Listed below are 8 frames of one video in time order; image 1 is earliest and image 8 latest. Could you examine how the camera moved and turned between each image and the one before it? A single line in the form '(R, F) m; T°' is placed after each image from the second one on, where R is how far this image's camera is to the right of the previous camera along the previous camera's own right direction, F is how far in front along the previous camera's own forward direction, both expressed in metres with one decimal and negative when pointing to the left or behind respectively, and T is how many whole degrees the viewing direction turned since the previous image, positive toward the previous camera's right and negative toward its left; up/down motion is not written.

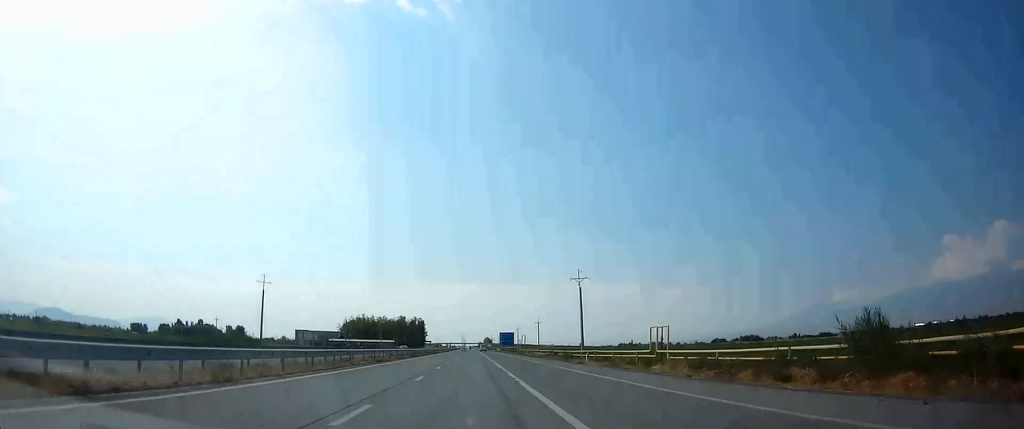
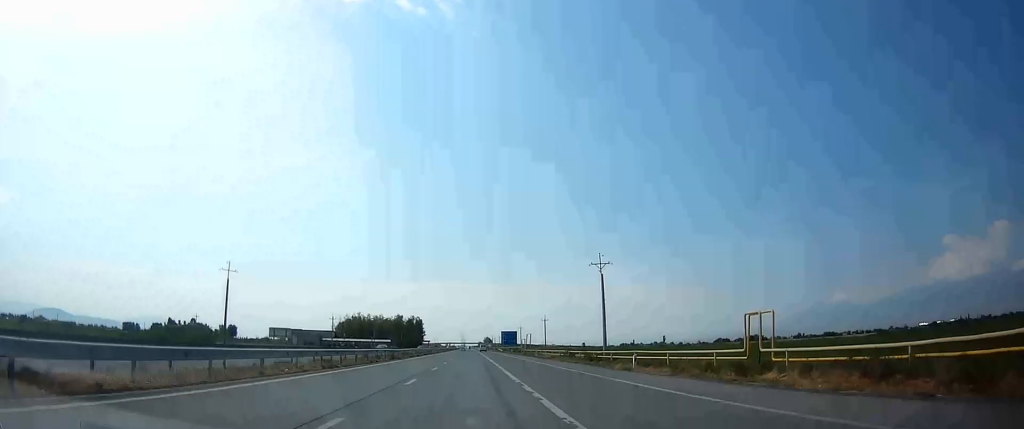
(+0.1, +14.1) m; 0°
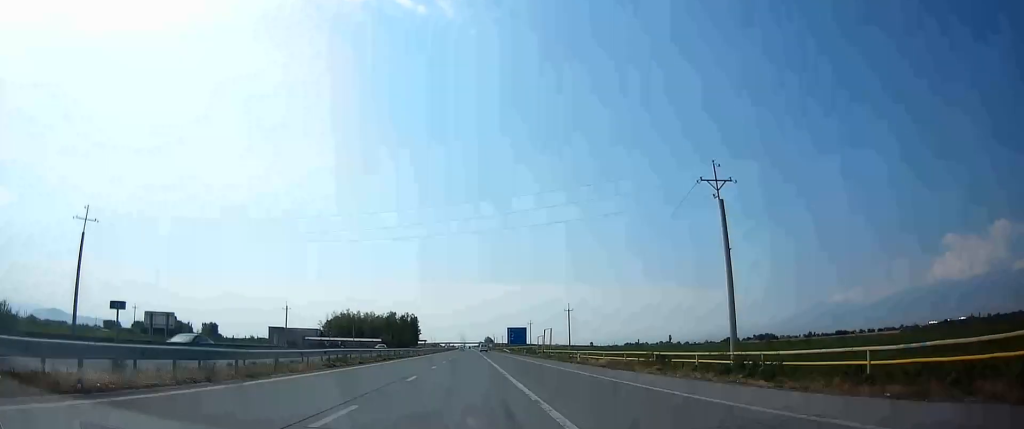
(-0.4, +33.6) m; 0°
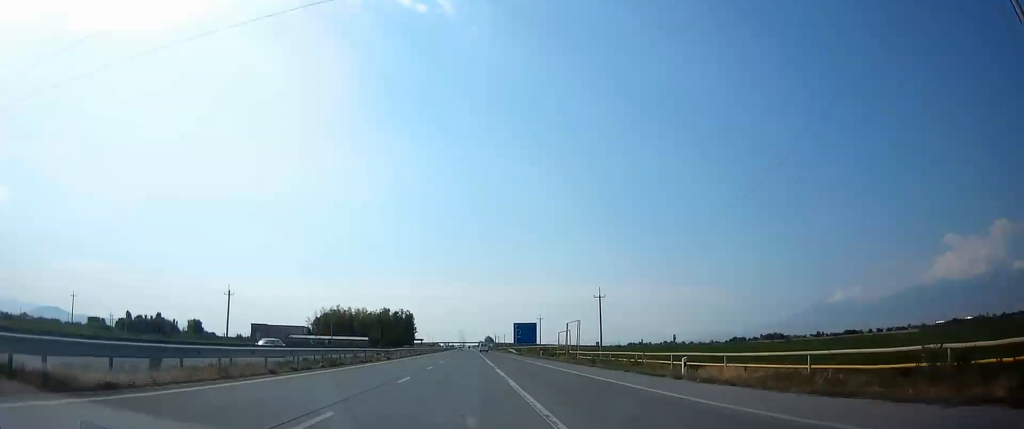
(+0.3, +24.8) m; 0°
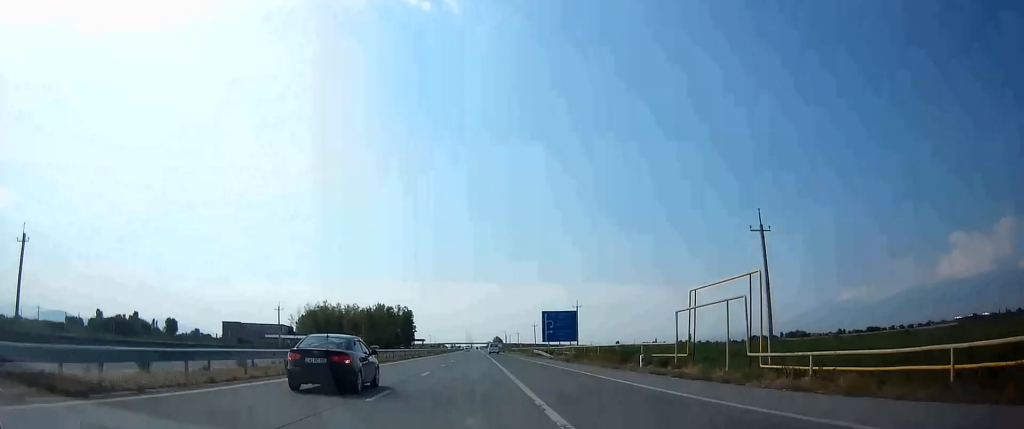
(0.0, +42.2) m; -1°
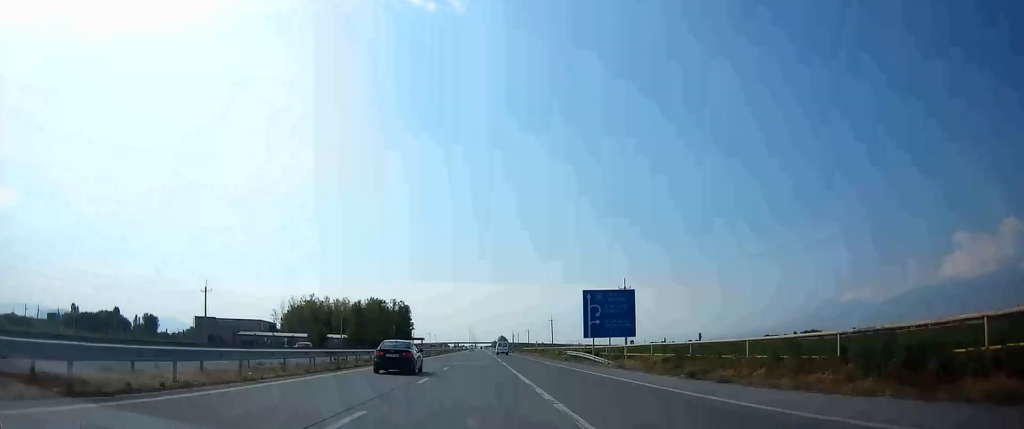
(-0.3, +29.3) m; -1°
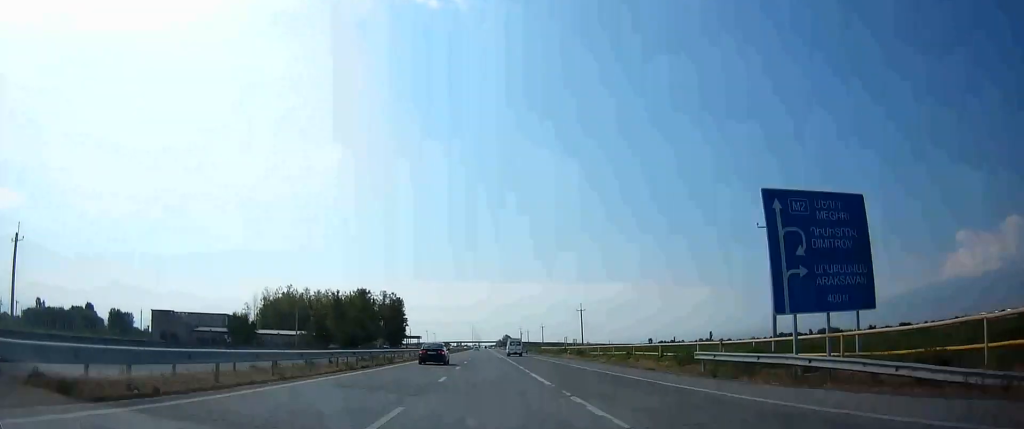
(-0.2, +34.8) m; +1°
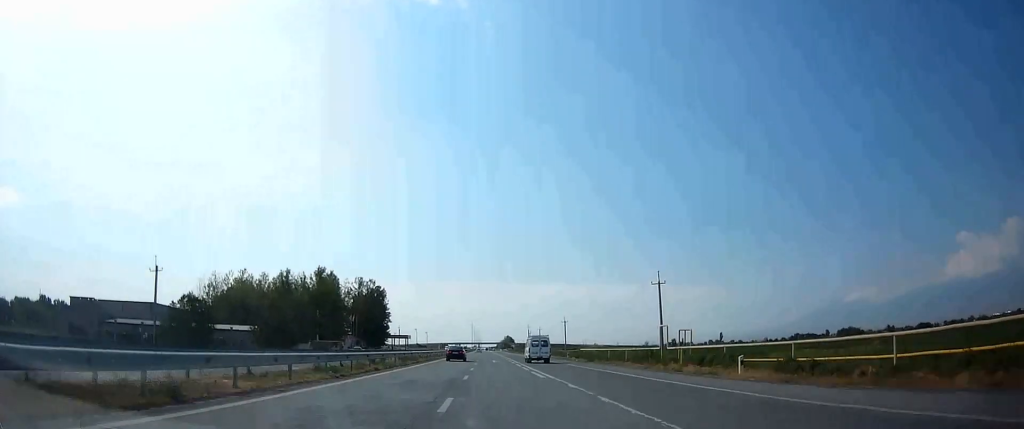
(+0.3, +44.8) m; -1°
